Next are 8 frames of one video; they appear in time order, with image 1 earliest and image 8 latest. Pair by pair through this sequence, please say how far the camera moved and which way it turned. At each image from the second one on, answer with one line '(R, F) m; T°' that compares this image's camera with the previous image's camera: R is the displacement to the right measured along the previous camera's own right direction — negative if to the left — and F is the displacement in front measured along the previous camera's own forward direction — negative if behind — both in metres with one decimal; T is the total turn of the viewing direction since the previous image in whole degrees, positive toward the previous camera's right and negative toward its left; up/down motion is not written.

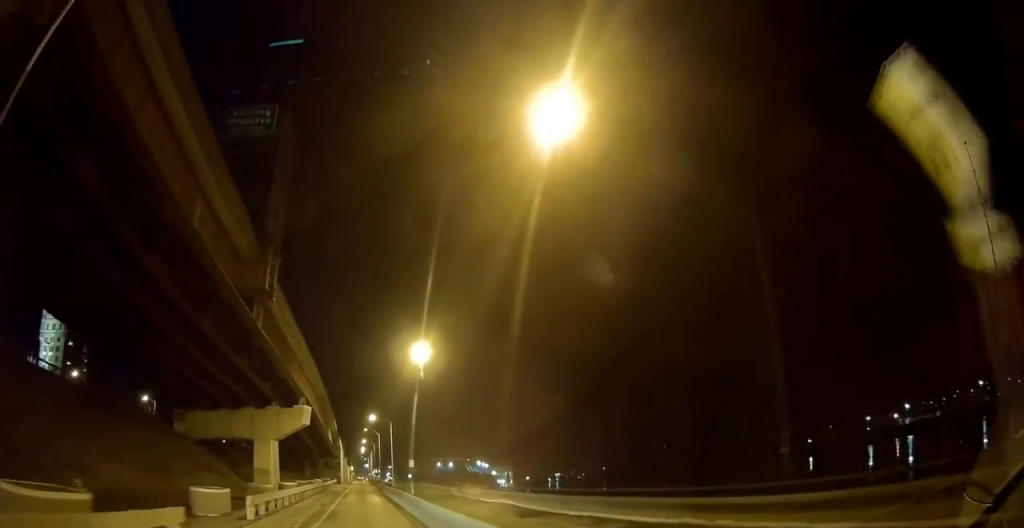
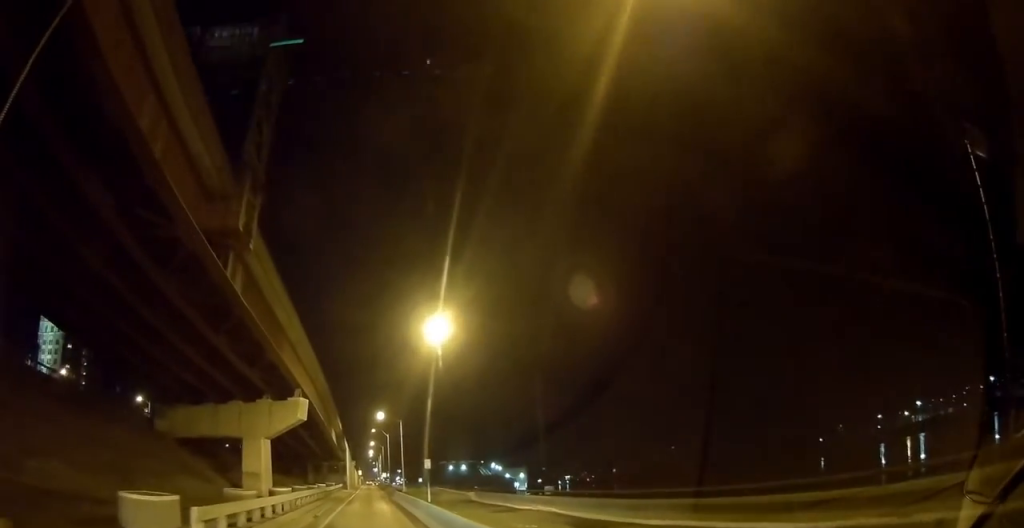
(-0.2, +6.6) m; -1°
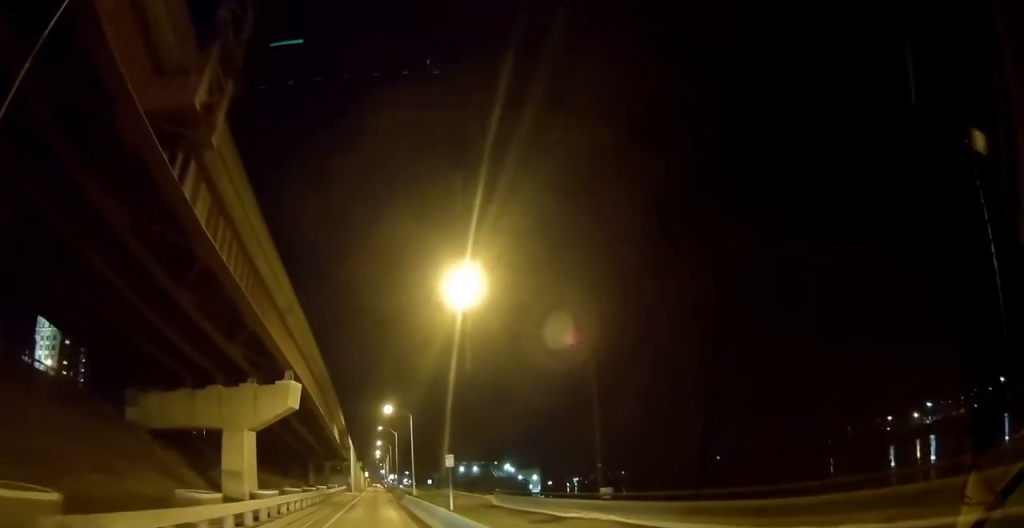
(-0.1, +7.2) m; -1°
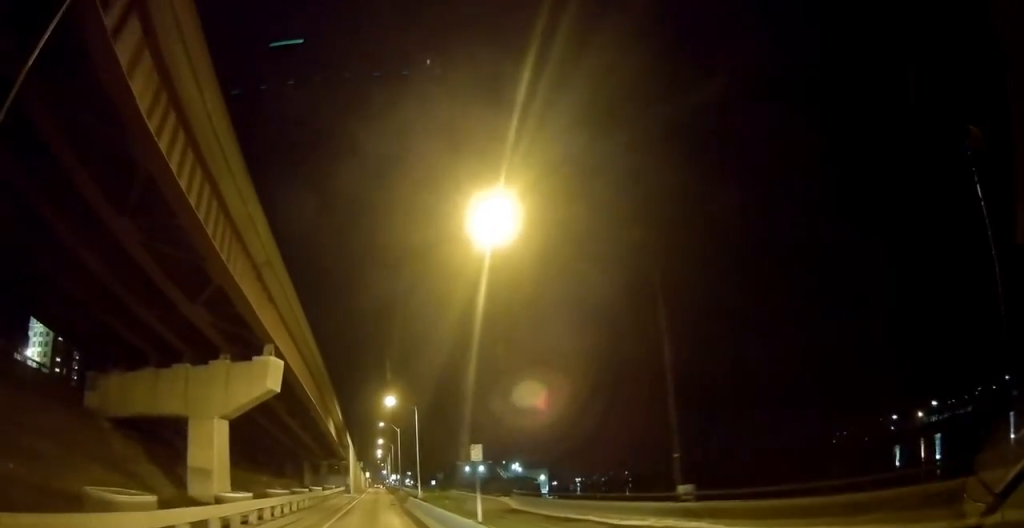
(0.0, +6.2) m; -1°
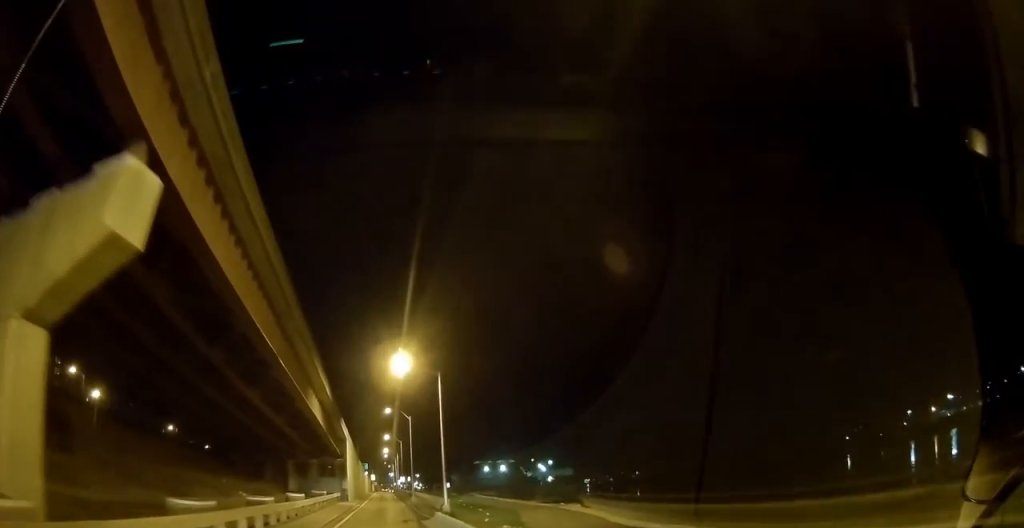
(-0.3, +16.2) m; -1°
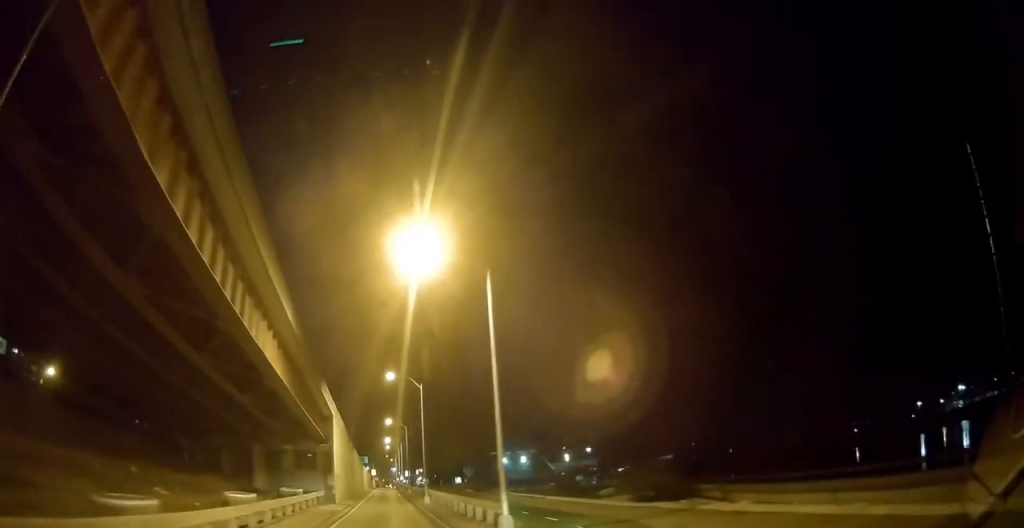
(+0.1, +15.4) m; -1°
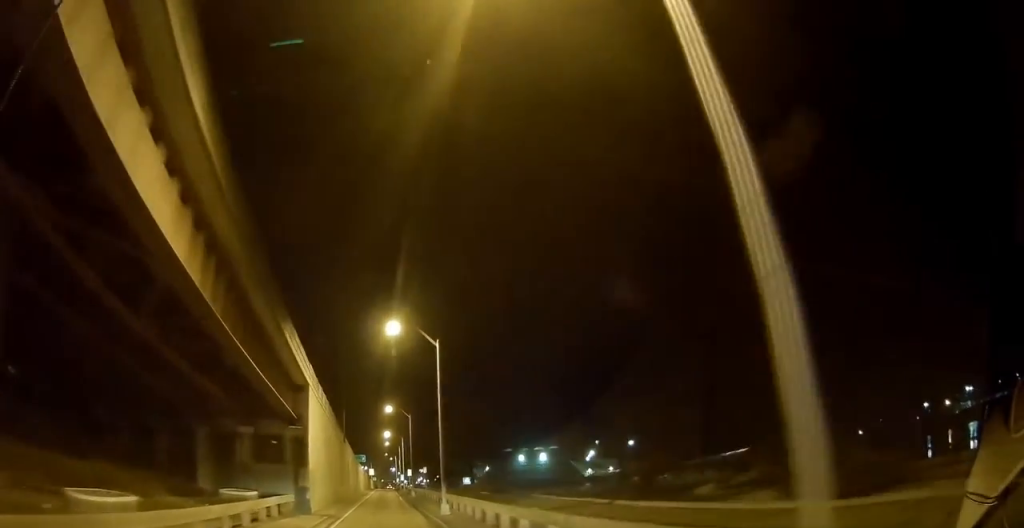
(-0.3, +12.4) m; -1°
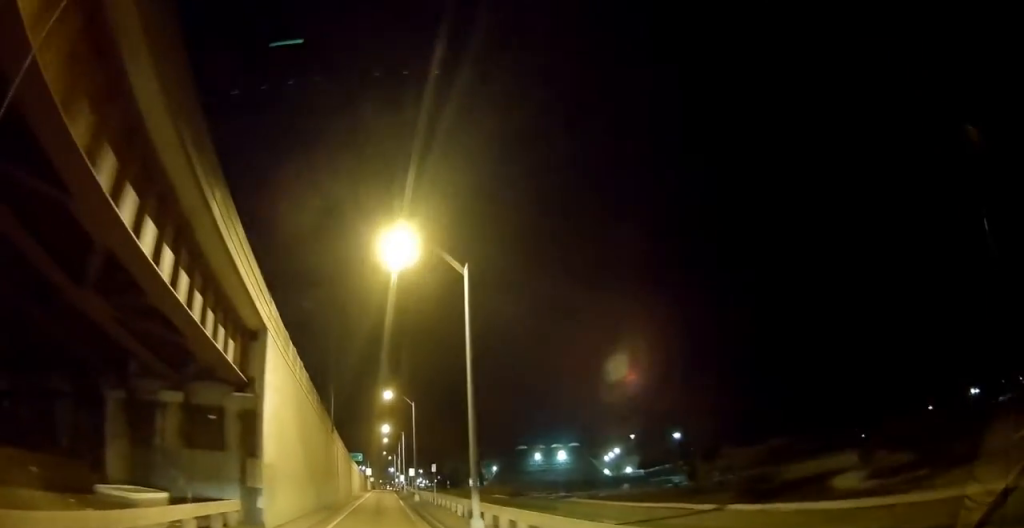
(0.0, +9.9) m; 0°
